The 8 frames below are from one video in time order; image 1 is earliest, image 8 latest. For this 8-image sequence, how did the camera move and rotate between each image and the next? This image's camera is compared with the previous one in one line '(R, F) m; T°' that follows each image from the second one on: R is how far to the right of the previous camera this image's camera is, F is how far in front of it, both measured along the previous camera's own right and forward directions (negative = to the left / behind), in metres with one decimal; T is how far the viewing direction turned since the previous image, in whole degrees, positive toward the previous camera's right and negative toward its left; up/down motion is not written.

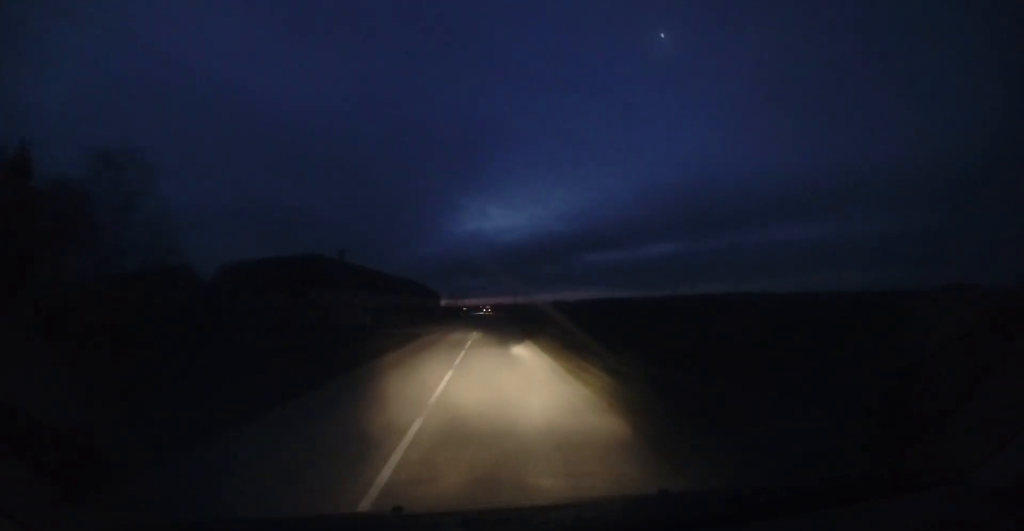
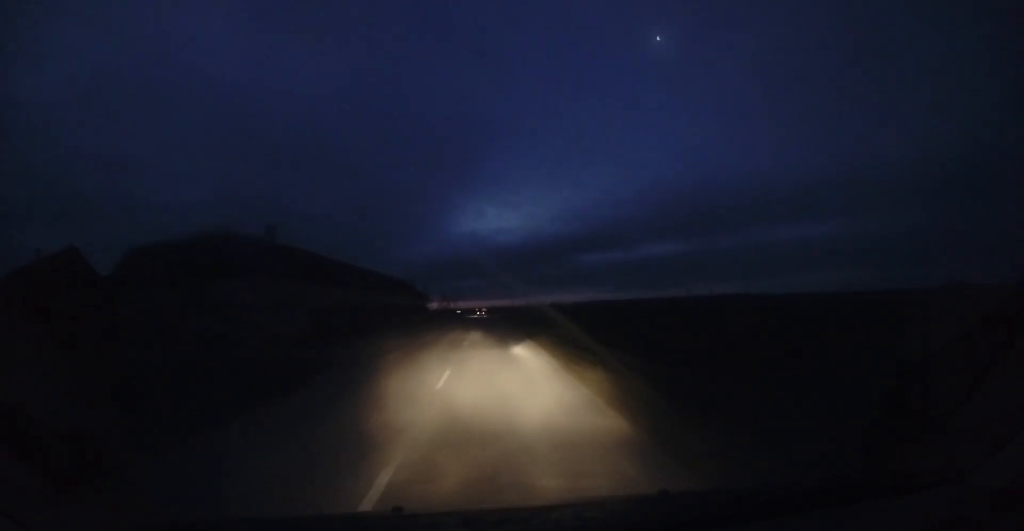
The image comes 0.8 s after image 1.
(+0.3, +13.8) m; +1°
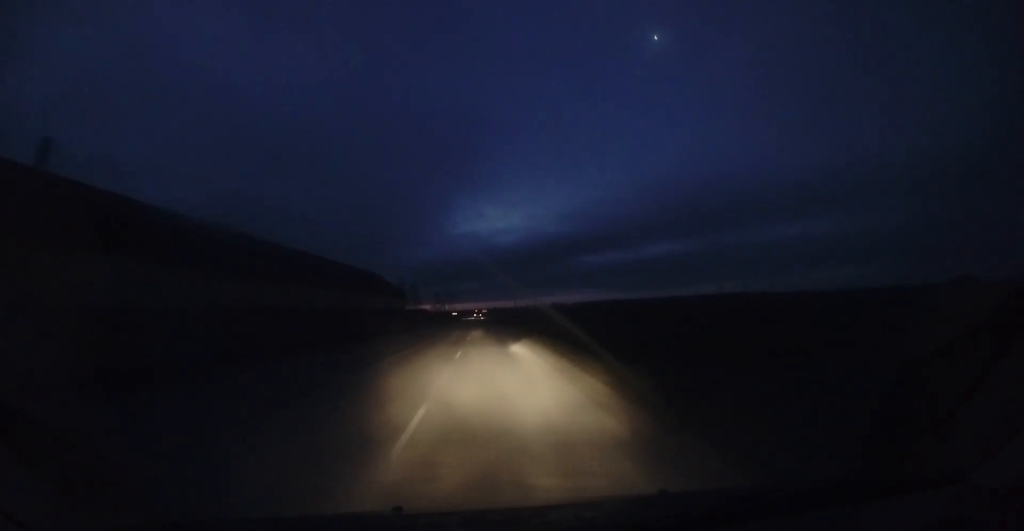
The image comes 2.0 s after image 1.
(+0.2, +19.2) m; -1°
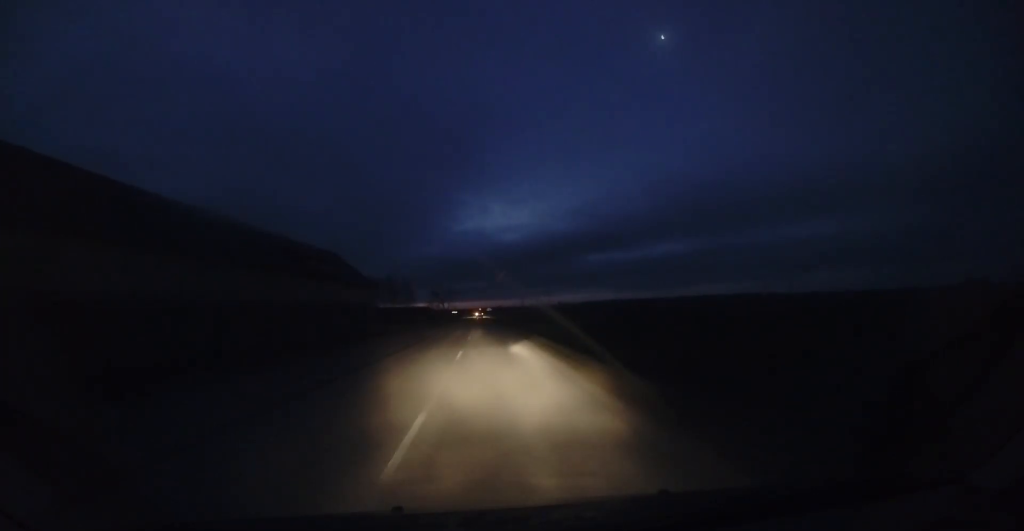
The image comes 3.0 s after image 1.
(-0.4, +16.8) m; -1°
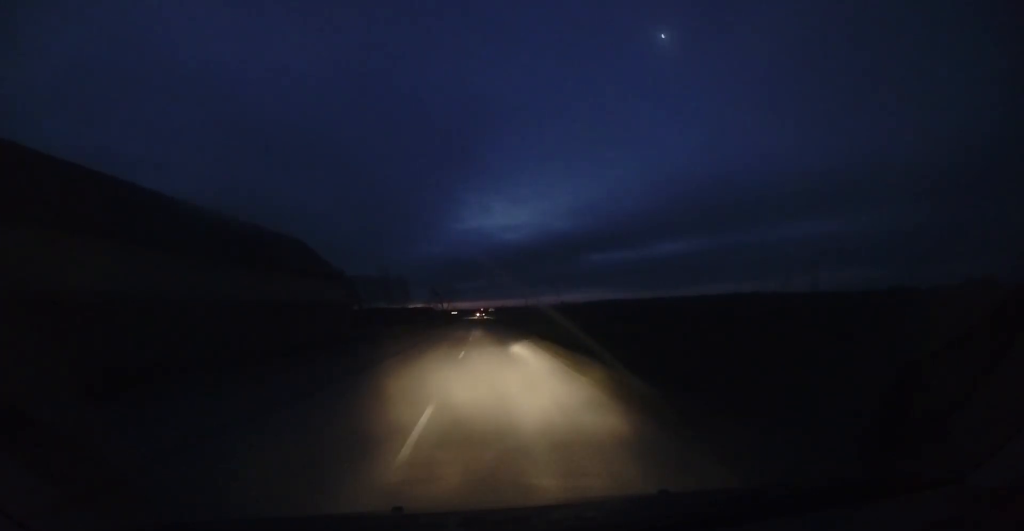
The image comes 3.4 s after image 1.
(0.0, +7.4) m; 0°
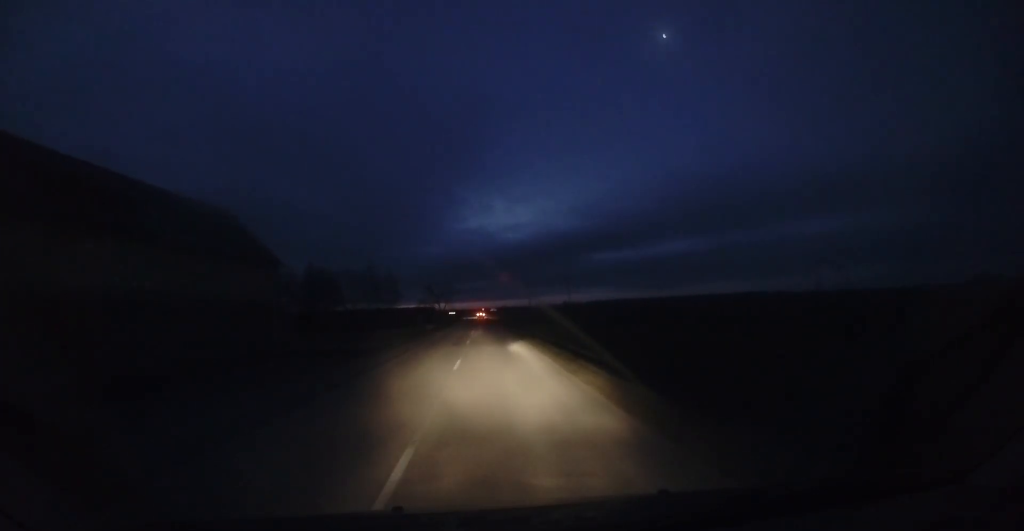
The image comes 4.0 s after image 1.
(0.0, +10.1) m; 0°
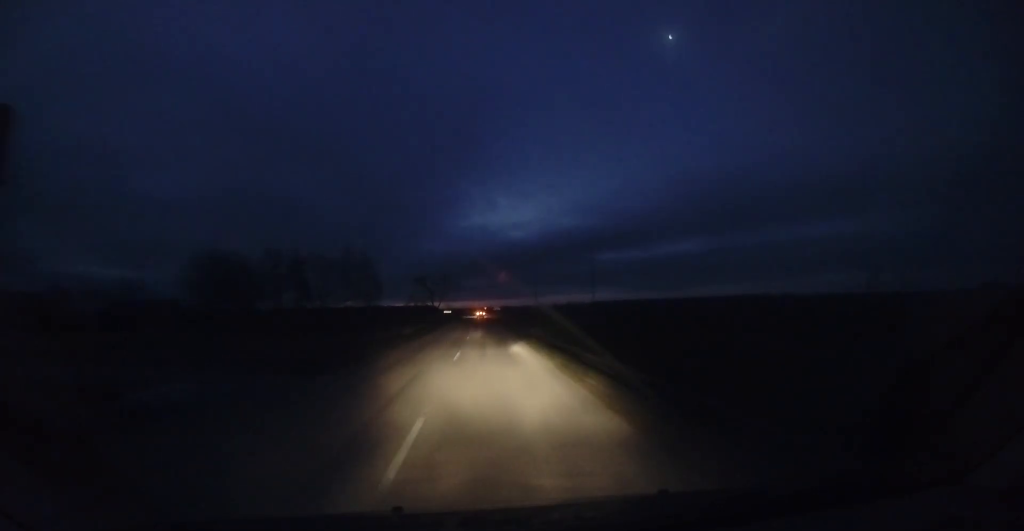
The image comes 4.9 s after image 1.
(0.0, +14.5) m; 0°
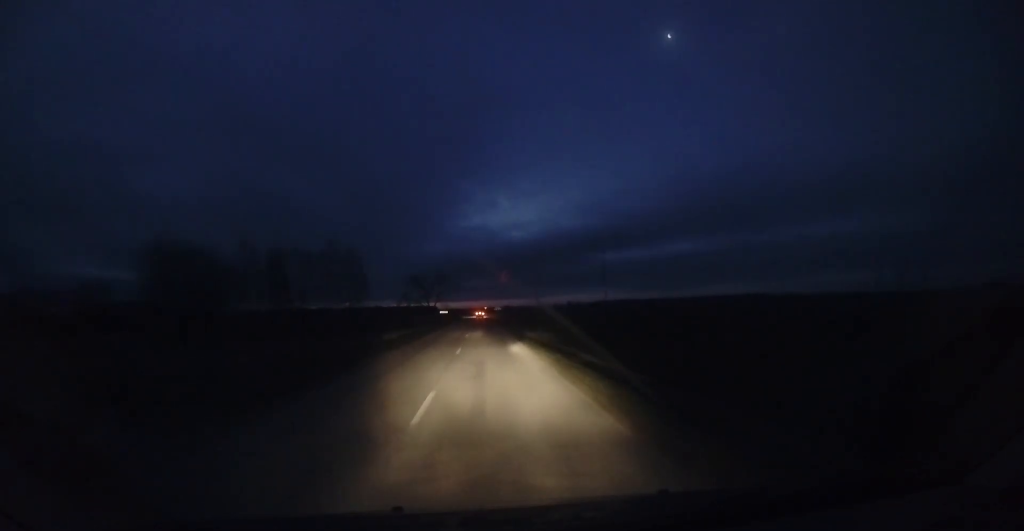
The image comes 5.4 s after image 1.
(0.0, +6.5) m; 0°
